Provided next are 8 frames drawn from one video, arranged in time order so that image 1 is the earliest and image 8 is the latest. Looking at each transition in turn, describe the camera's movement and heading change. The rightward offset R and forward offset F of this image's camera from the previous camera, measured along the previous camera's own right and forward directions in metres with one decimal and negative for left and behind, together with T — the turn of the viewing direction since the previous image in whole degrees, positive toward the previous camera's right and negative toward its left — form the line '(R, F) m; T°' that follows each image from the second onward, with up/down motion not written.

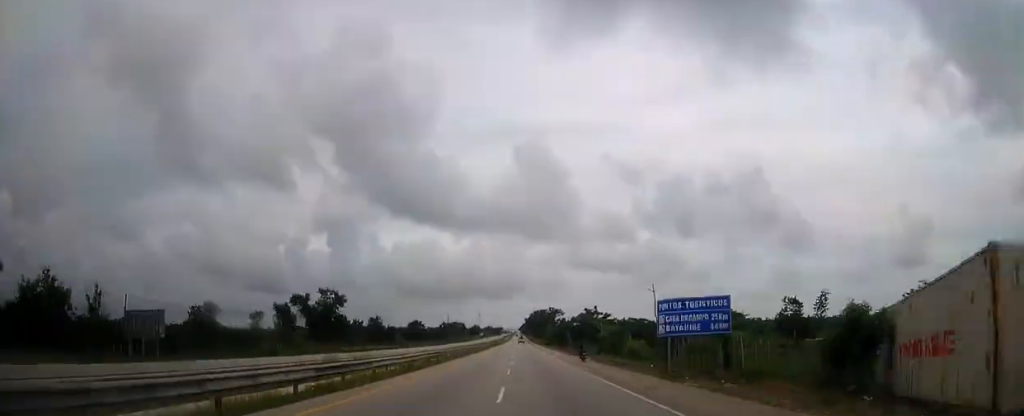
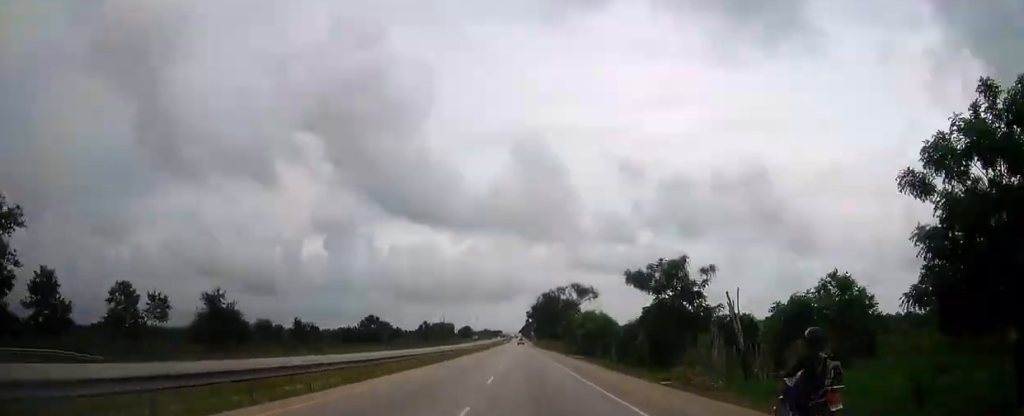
(-0.2, +87.4) m; 0°
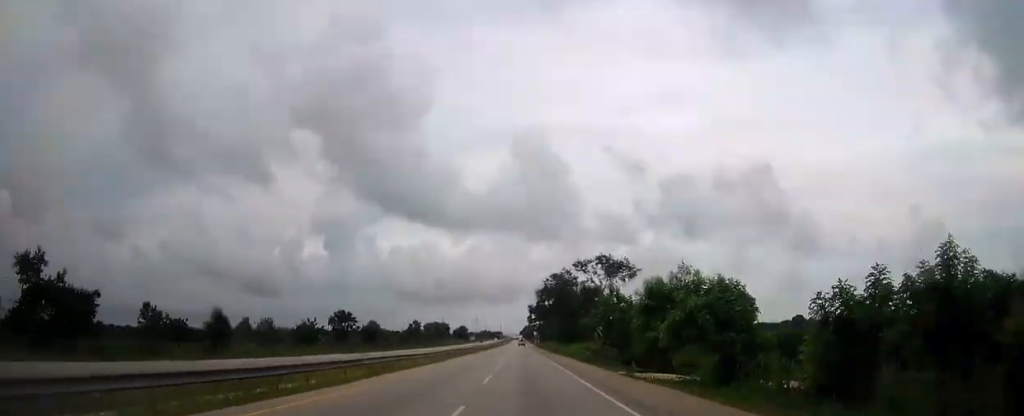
(0.0, +35.4) m; 0°
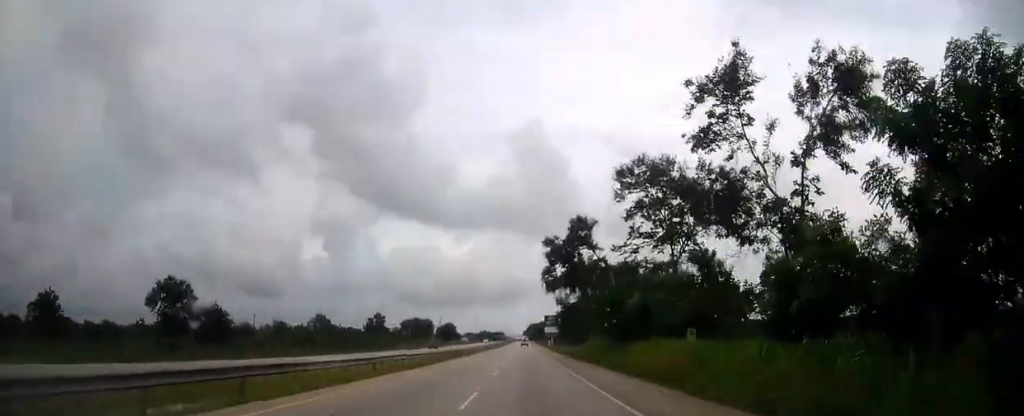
(-0.4, +94.4) m; 0°
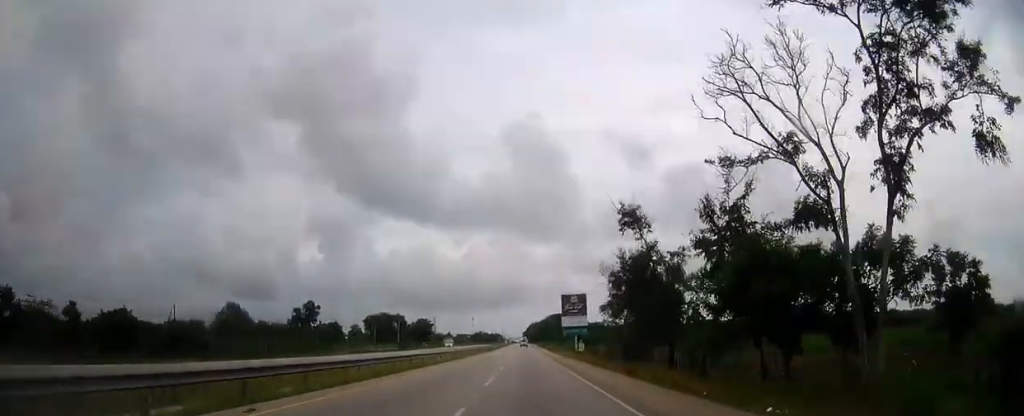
(0.0, +78.9) m; 0°
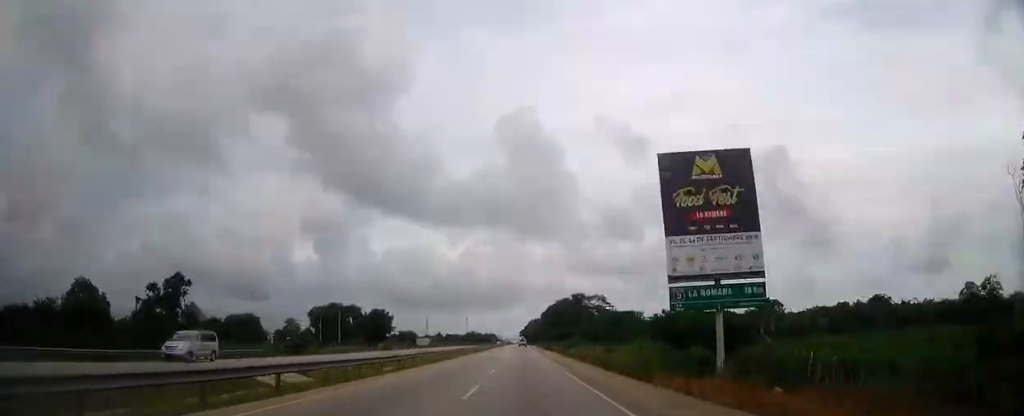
(0.0, +69.2) m; 0°
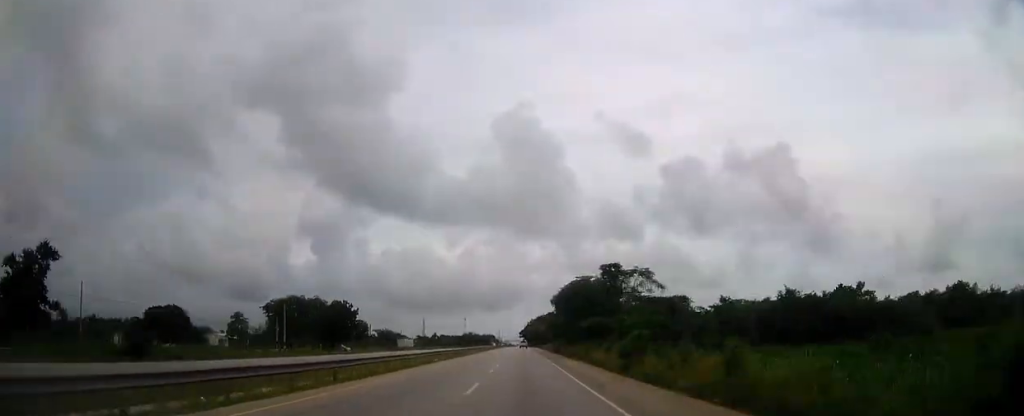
(0.0, +37.4) m; 0°
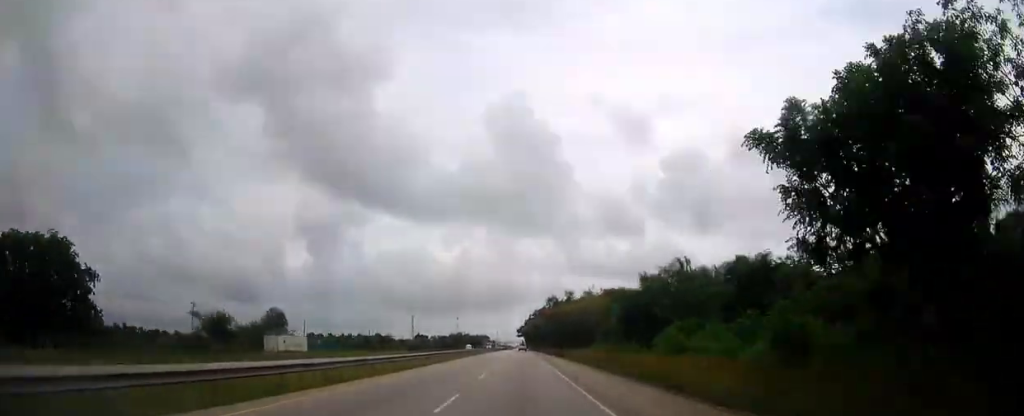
(-0.2, +103.0) m; 0°
